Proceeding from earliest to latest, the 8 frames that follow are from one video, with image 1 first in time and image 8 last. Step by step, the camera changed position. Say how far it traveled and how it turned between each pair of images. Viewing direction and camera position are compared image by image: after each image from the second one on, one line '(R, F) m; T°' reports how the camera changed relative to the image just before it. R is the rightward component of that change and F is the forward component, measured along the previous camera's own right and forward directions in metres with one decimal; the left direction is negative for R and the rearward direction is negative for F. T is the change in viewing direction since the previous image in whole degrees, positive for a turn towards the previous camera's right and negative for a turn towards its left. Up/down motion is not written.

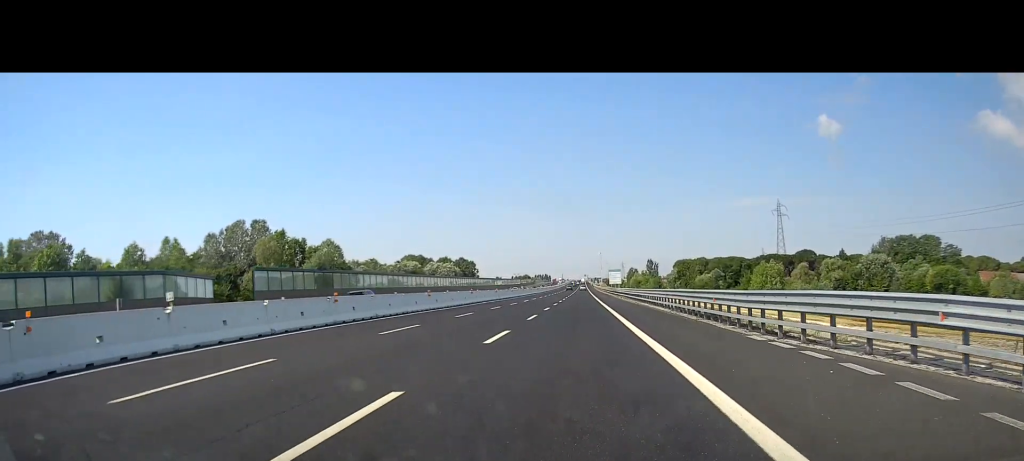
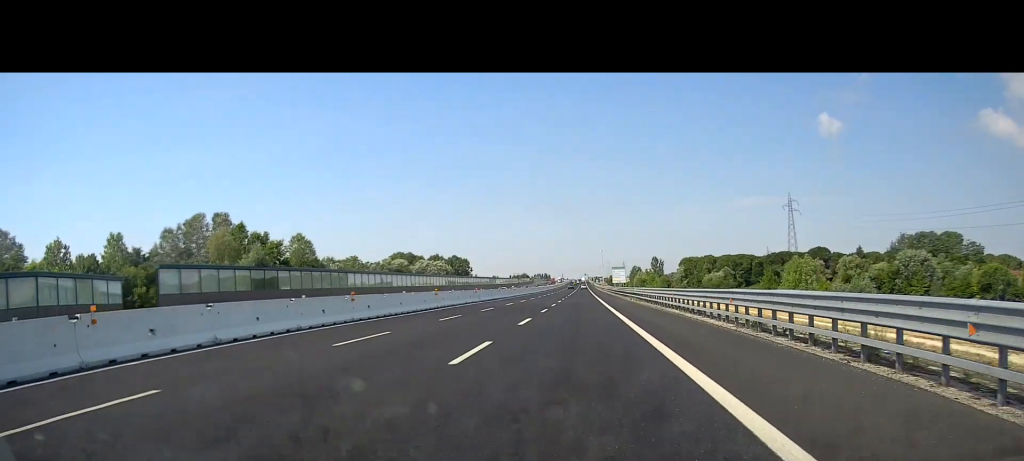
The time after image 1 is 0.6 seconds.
(+0.2, +15.9) m; 0°
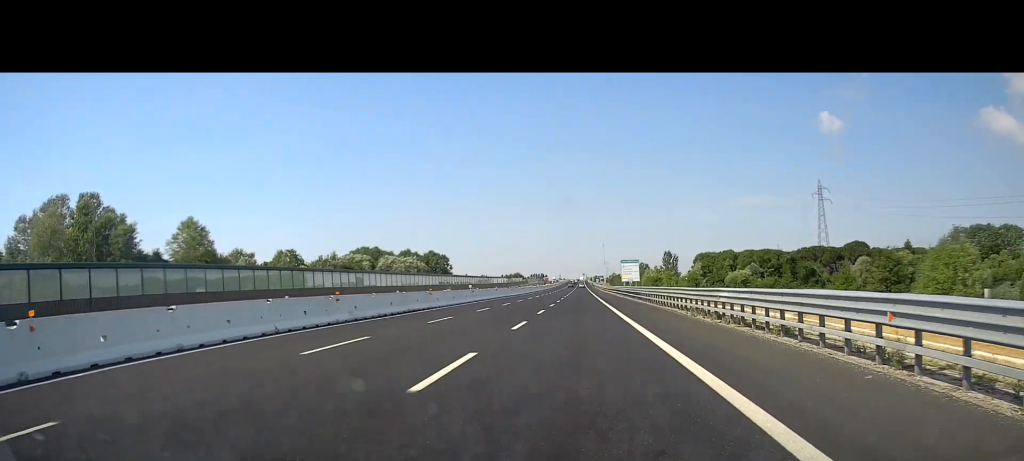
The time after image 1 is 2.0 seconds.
(-0.4, +38.0) m; 0°
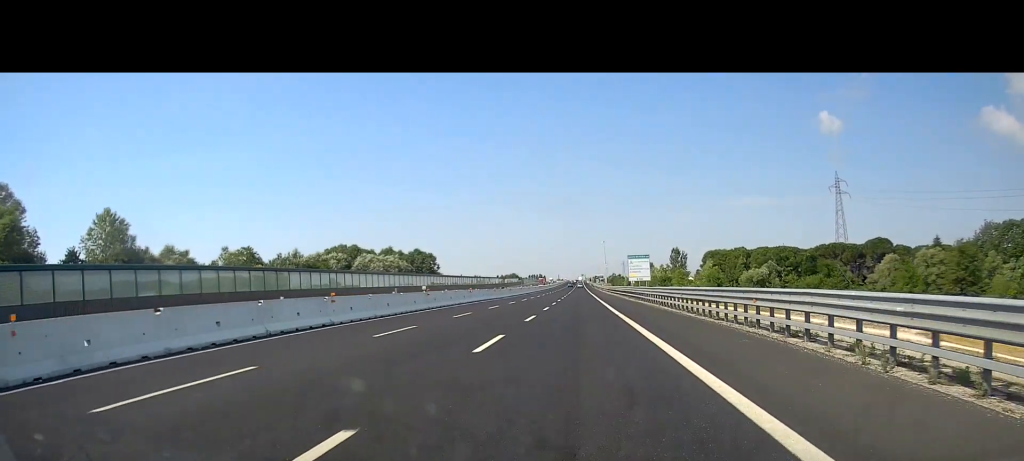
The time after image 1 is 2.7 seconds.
(-0.1, +18.5) m; +1°
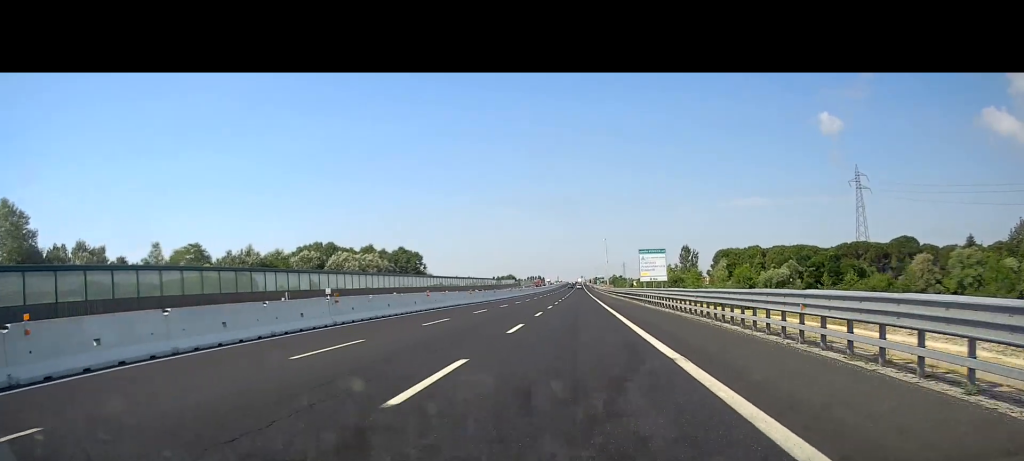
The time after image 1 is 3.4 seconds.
(+0.3, +17.6) m; +1°
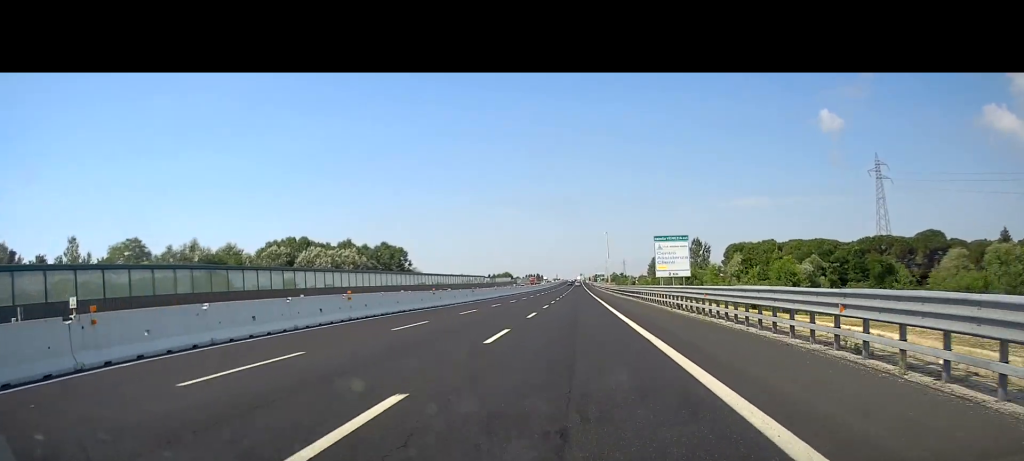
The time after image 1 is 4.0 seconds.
(+0.1, +15.8) m; 0°
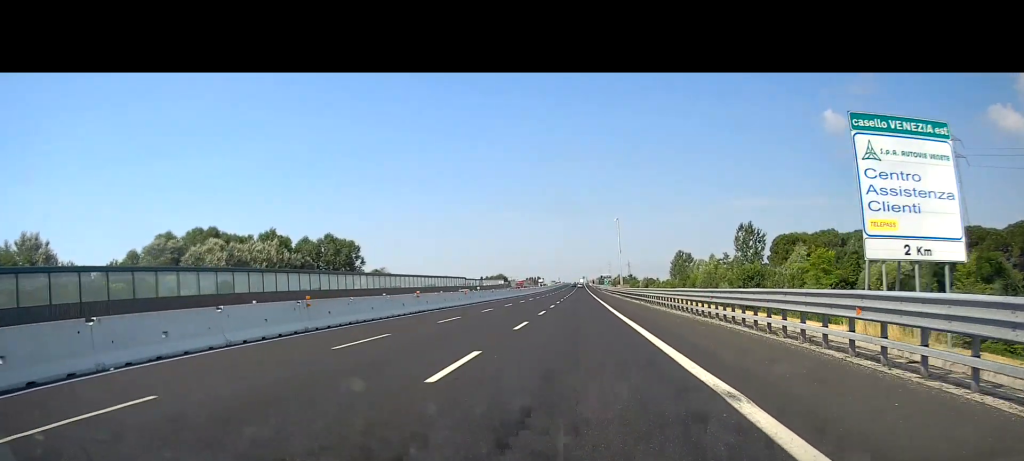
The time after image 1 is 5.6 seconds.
(-0.2, +41.1) m; -1°
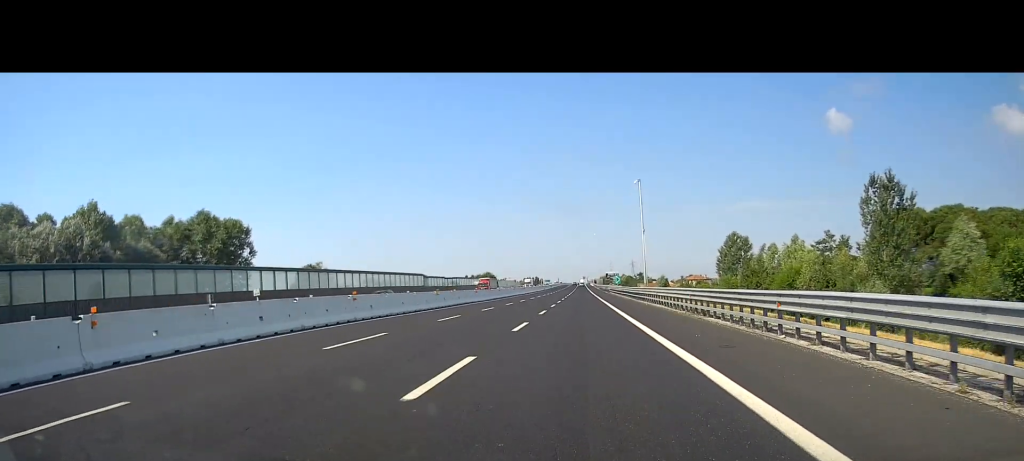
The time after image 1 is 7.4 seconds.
(-0.2, +47.8) m; 0°
